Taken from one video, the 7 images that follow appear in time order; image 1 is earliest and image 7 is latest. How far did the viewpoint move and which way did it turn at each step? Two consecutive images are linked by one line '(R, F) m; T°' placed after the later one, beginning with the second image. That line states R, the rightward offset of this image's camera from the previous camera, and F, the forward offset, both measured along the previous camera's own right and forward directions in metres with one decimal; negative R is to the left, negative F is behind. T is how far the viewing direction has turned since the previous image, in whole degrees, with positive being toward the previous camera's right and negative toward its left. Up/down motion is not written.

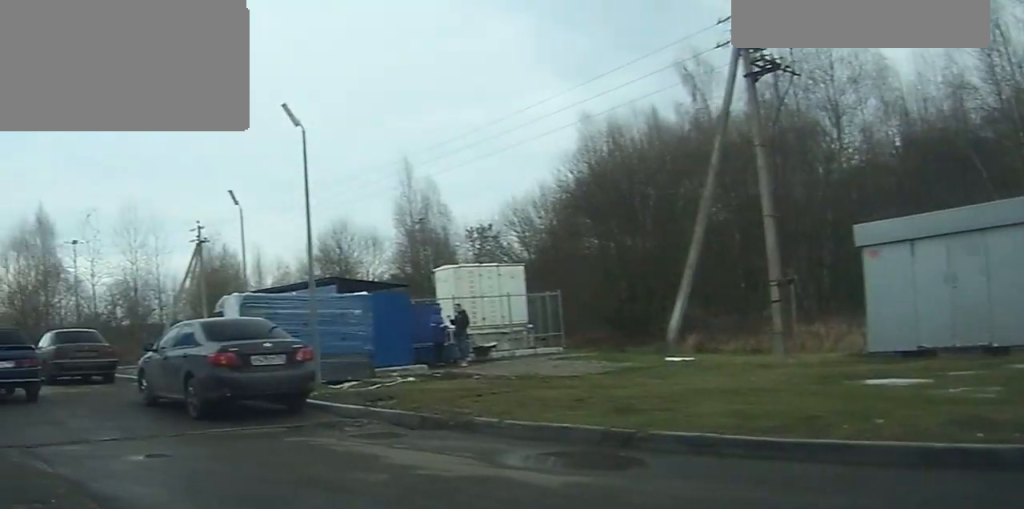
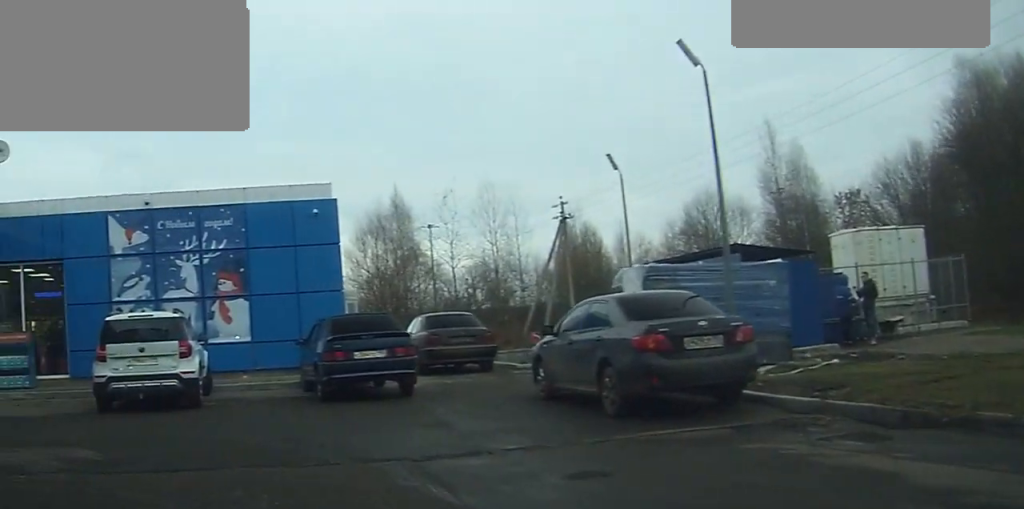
(-0.6, +2.2) m; -20°
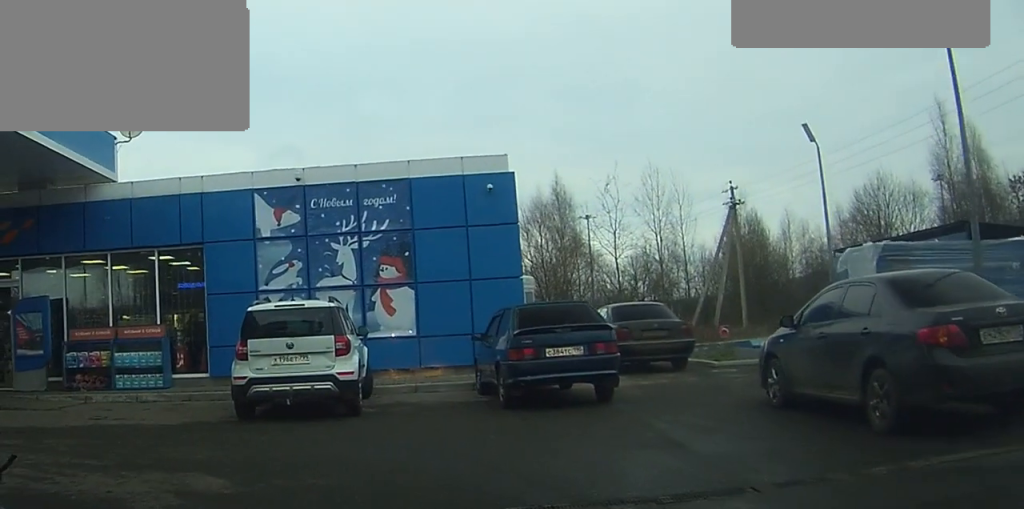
(-0.1, +1.8) m; -4°
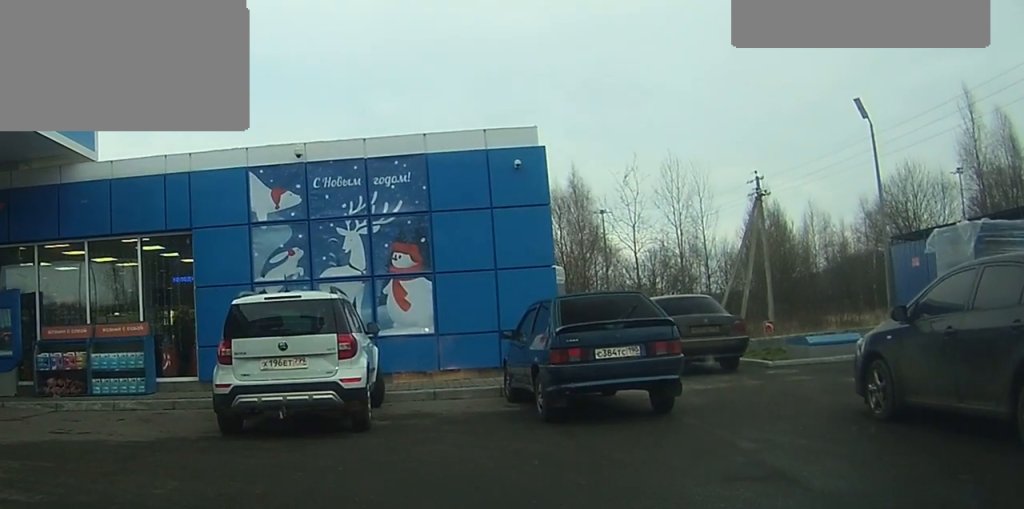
(-0.5, +2.3) m; 0°
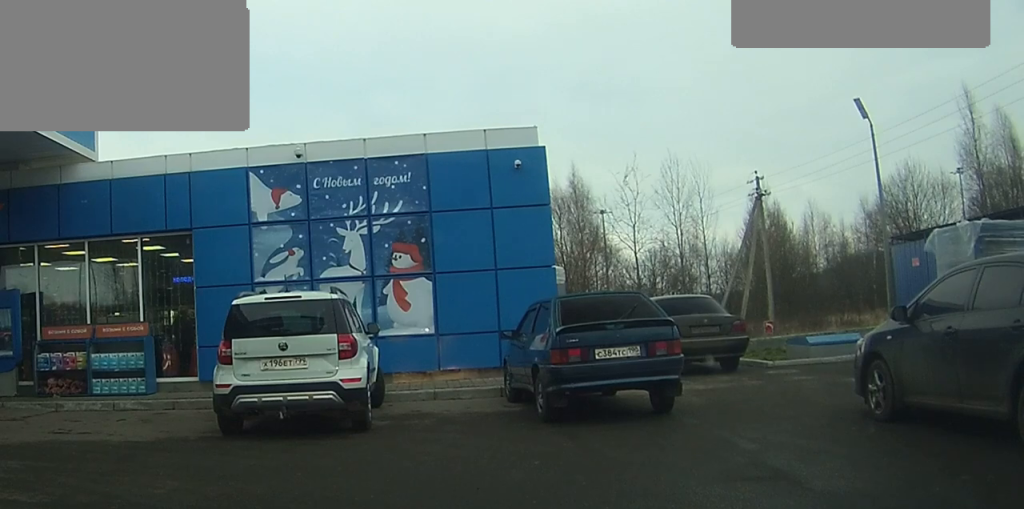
(-0.1, 0.0) m; 0°
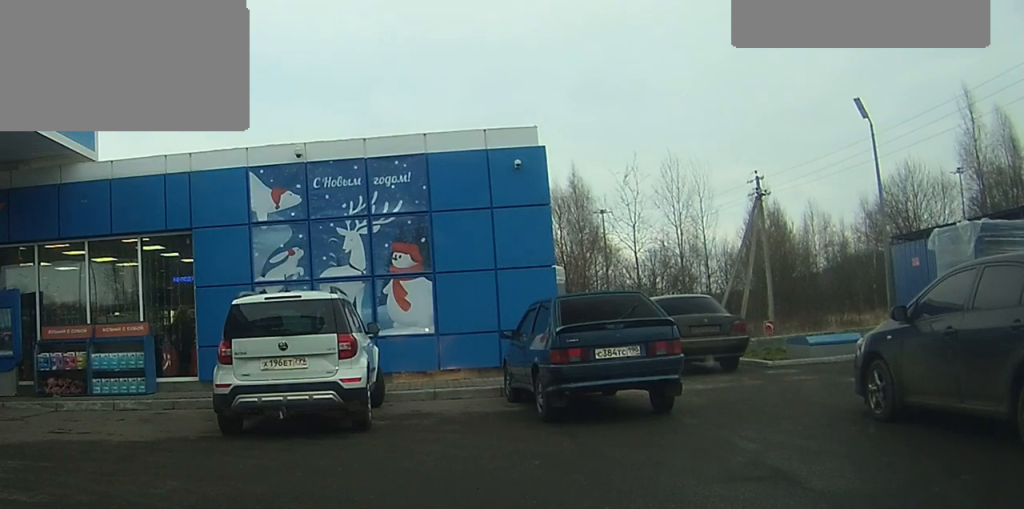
(-0.2, -0.2) m; 0°
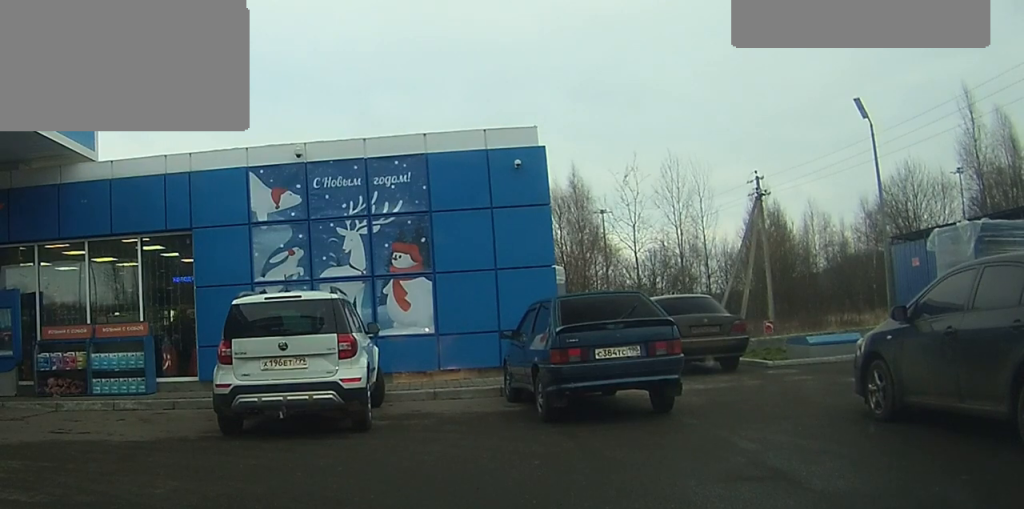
(0.0, -0.1) m; 0°
